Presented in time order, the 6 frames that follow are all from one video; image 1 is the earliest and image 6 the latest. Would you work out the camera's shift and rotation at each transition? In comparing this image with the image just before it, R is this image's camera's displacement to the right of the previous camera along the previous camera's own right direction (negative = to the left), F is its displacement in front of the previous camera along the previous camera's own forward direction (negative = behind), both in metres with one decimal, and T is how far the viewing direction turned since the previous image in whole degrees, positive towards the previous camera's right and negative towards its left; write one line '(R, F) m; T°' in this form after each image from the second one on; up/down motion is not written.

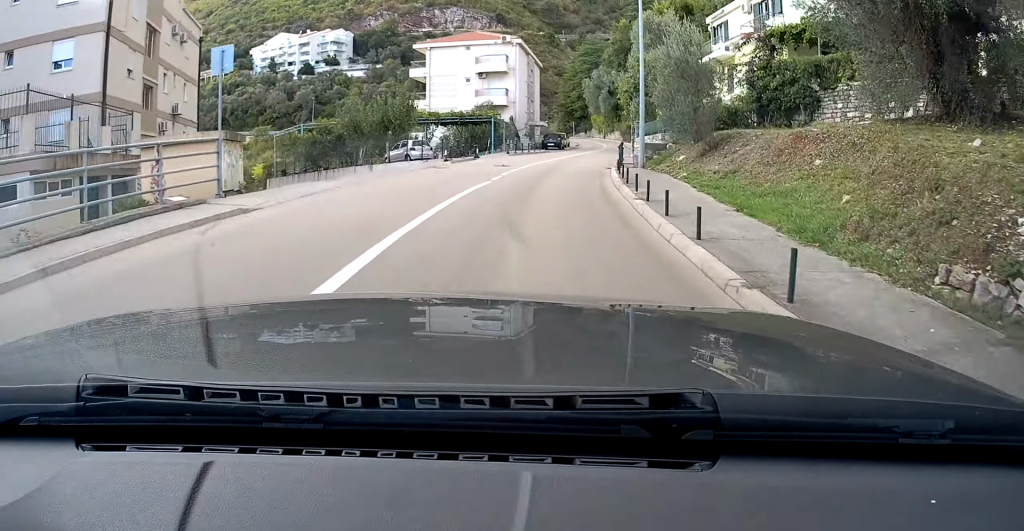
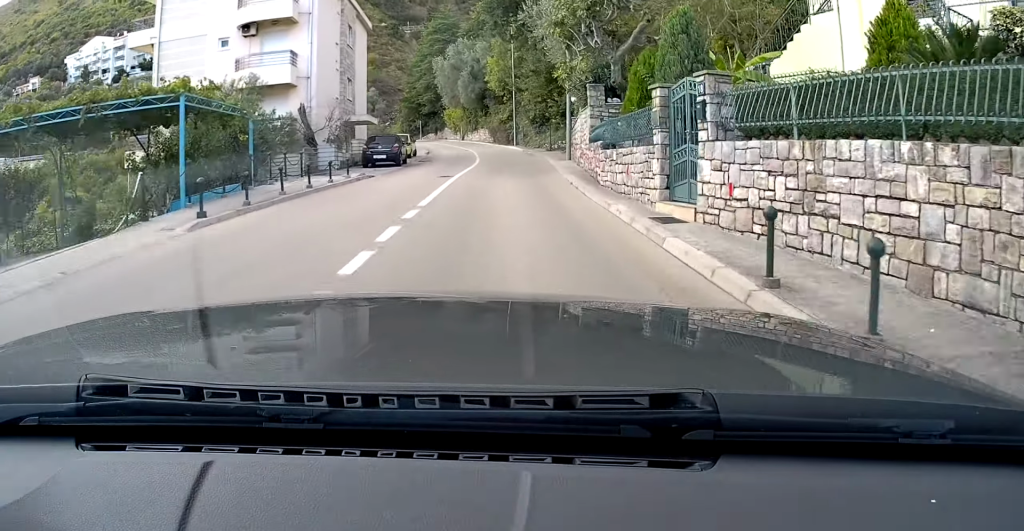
(+2.8, +27.8) m; +7°
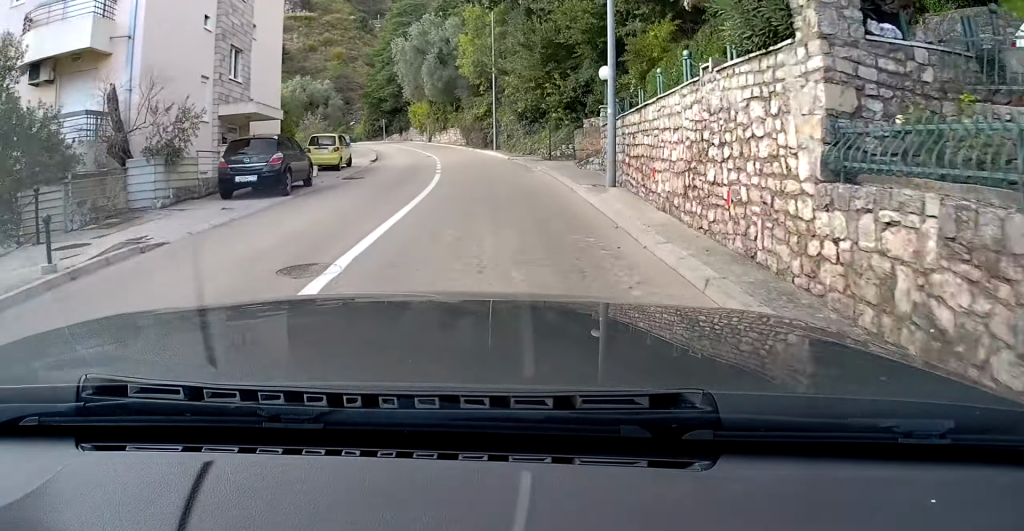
(+0.6, +14.0) m; +1°
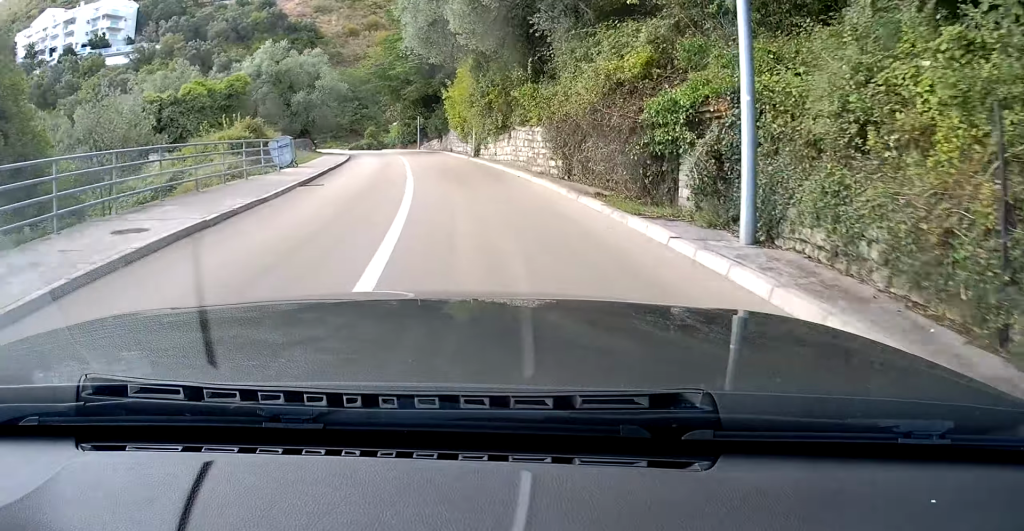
(-1.9, +31.8) m; -7°
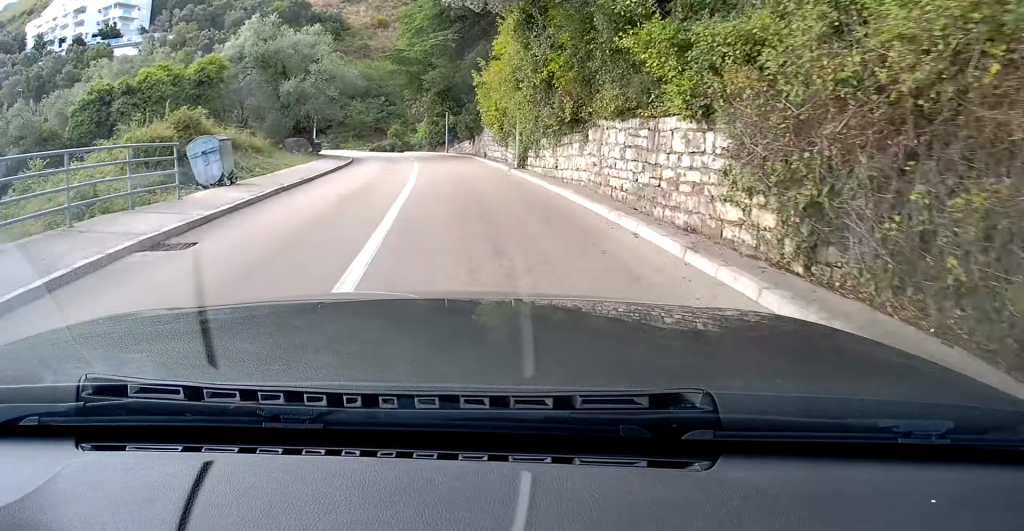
(-0.3, +10.4) m; -2°
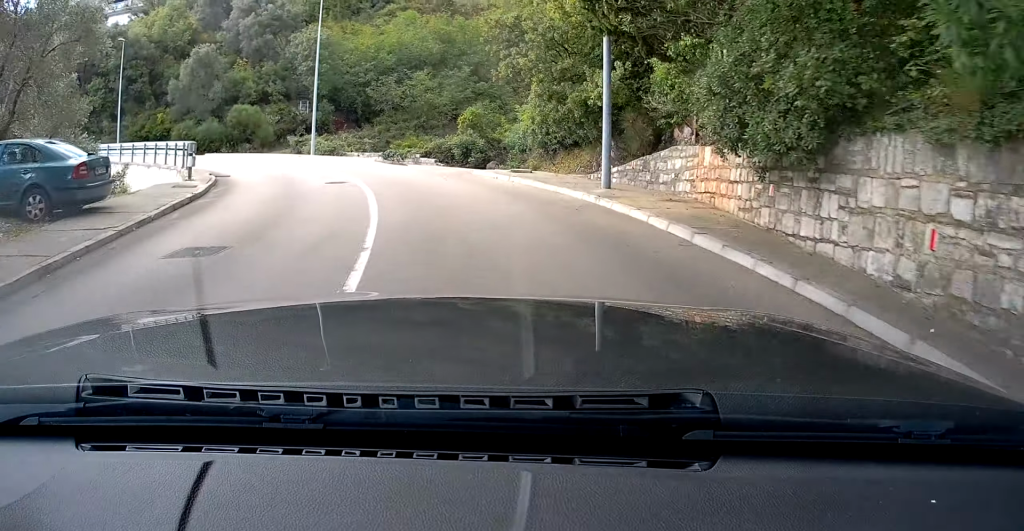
(-3.0, +34.6) m; -16°
